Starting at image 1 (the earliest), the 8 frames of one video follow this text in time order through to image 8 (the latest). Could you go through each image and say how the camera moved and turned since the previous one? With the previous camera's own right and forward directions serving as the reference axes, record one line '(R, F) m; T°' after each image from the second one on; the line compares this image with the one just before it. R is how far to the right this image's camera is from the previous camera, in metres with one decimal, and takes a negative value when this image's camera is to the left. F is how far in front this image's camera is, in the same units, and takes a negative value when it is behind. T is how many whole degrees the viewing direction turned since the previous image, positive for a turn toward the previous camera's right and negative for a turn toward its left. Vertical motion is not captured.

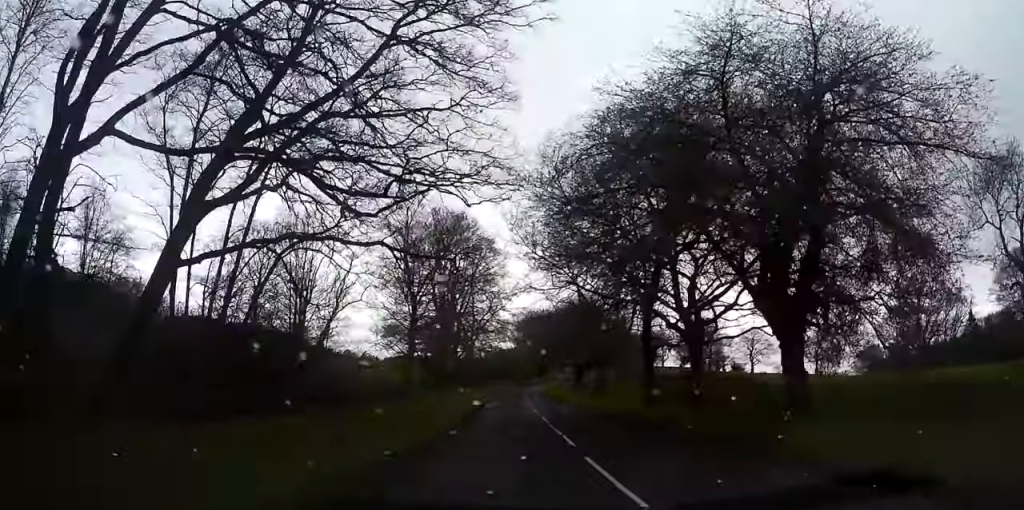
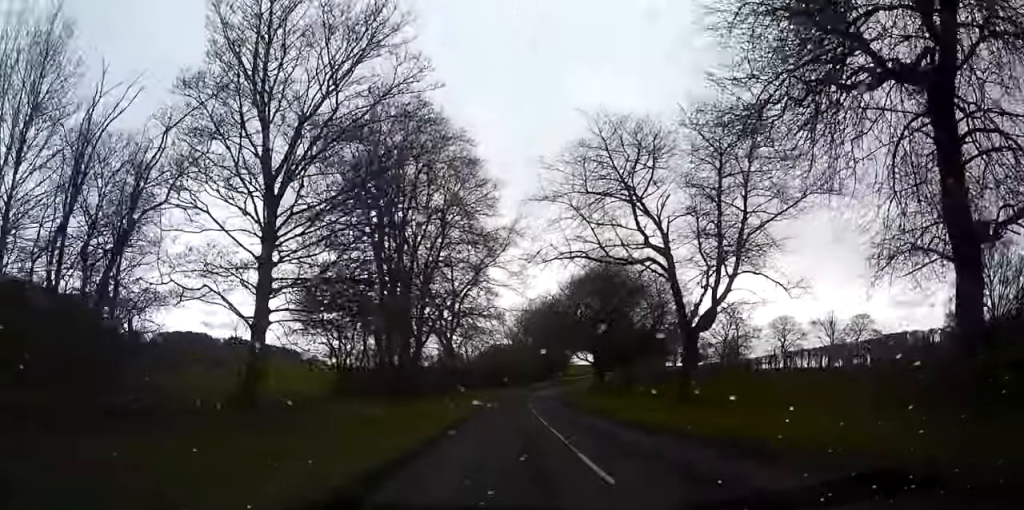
(+0.5, +34.6) m; +1°
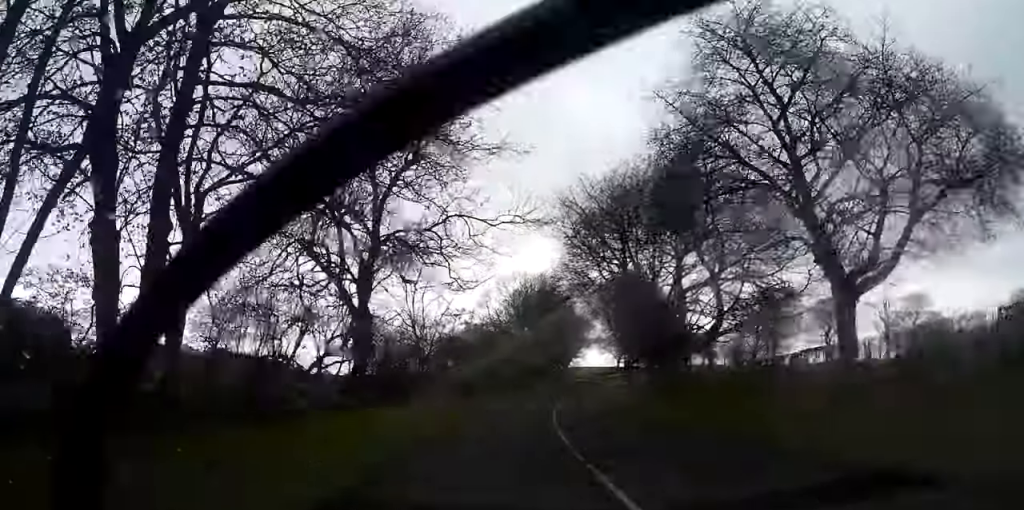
(+0.1, +41.1) m; +1°
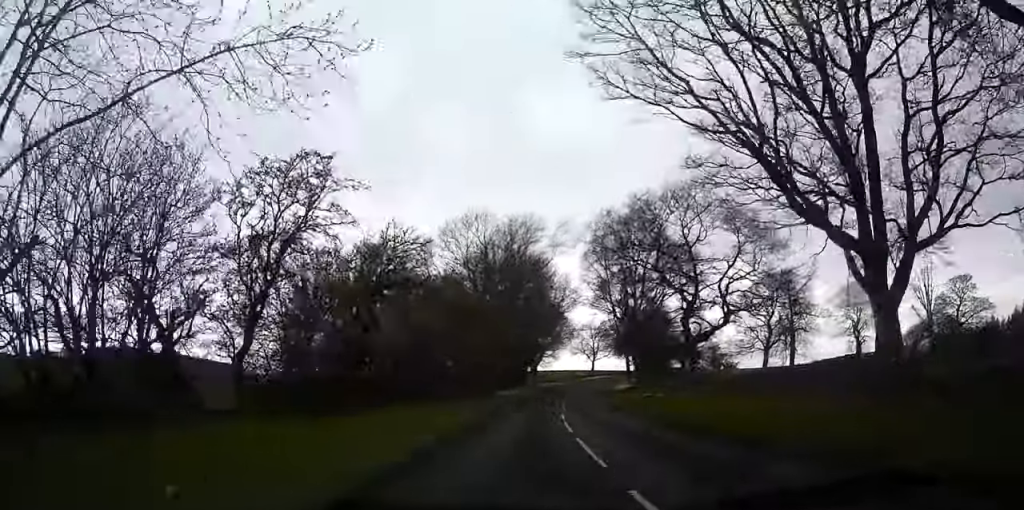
(+0.6, +37.4) m; +2°
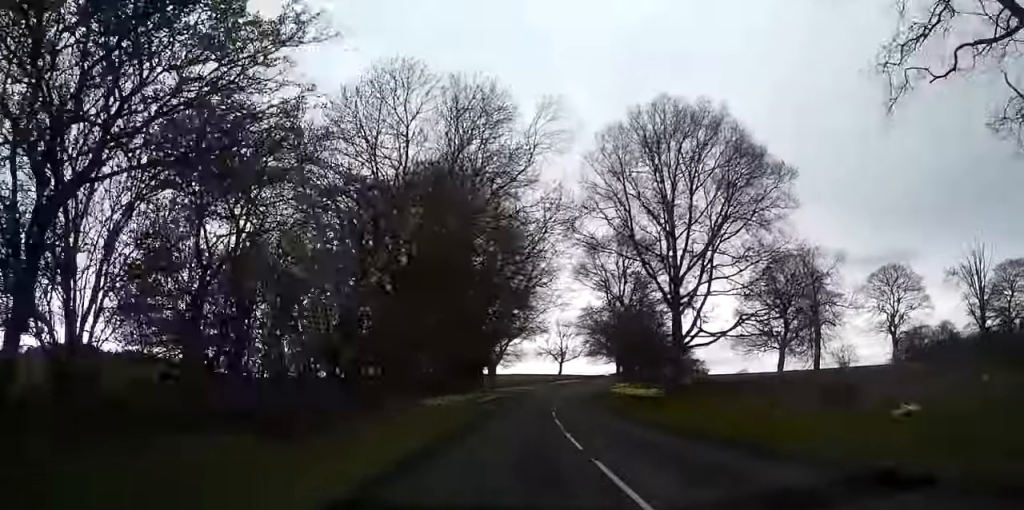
(+0.6, +33.0) m; +3°
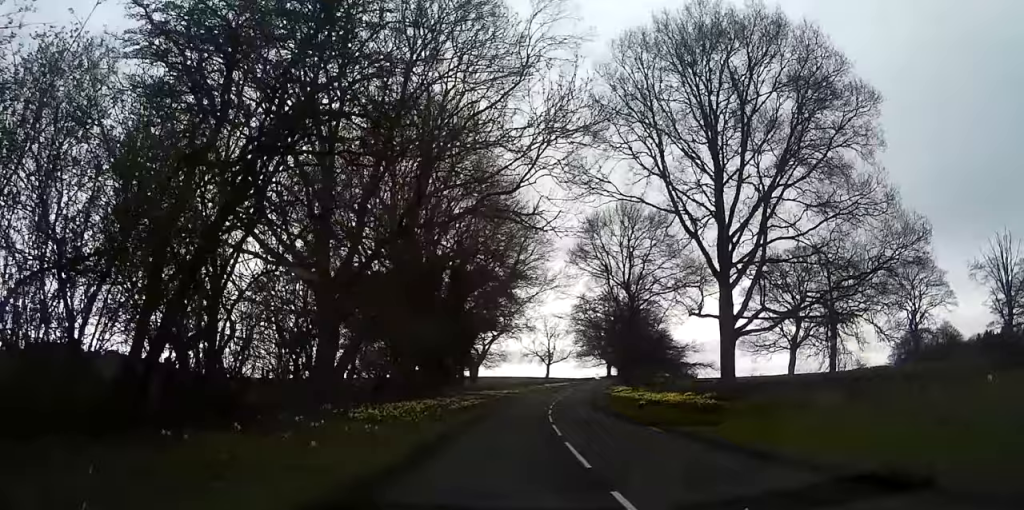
(+0.4, +12.3) m; +1°
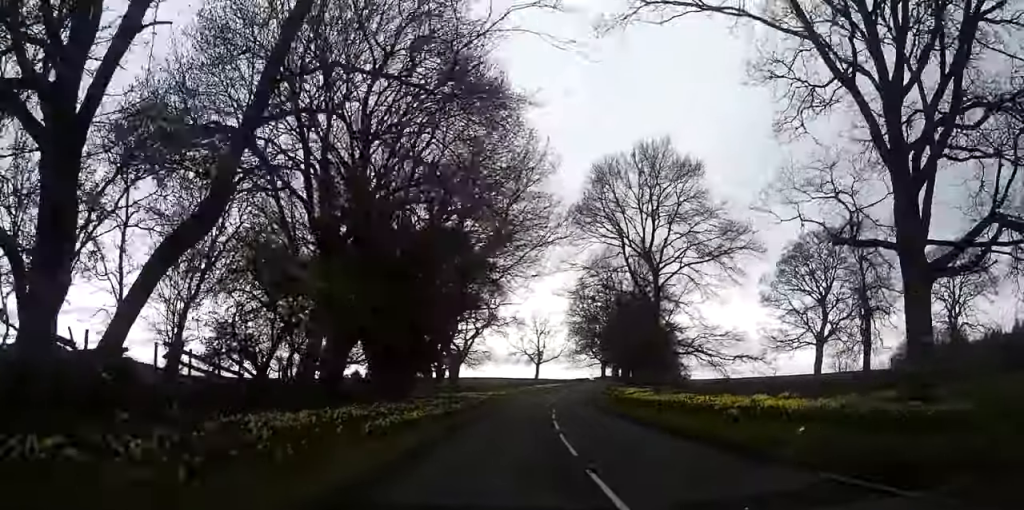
(+0.3, +15.9) m; +1°
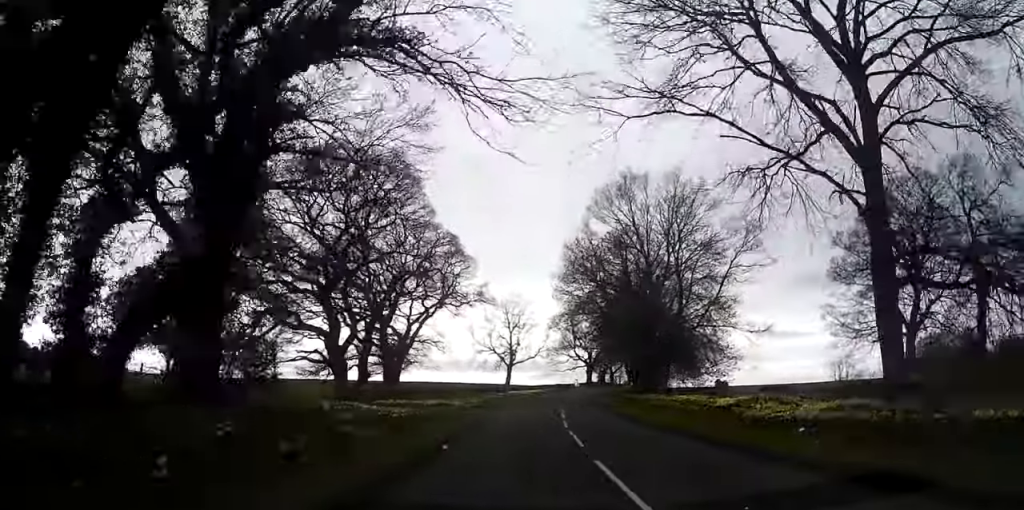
(+0.3, +33.7) m; +3°
